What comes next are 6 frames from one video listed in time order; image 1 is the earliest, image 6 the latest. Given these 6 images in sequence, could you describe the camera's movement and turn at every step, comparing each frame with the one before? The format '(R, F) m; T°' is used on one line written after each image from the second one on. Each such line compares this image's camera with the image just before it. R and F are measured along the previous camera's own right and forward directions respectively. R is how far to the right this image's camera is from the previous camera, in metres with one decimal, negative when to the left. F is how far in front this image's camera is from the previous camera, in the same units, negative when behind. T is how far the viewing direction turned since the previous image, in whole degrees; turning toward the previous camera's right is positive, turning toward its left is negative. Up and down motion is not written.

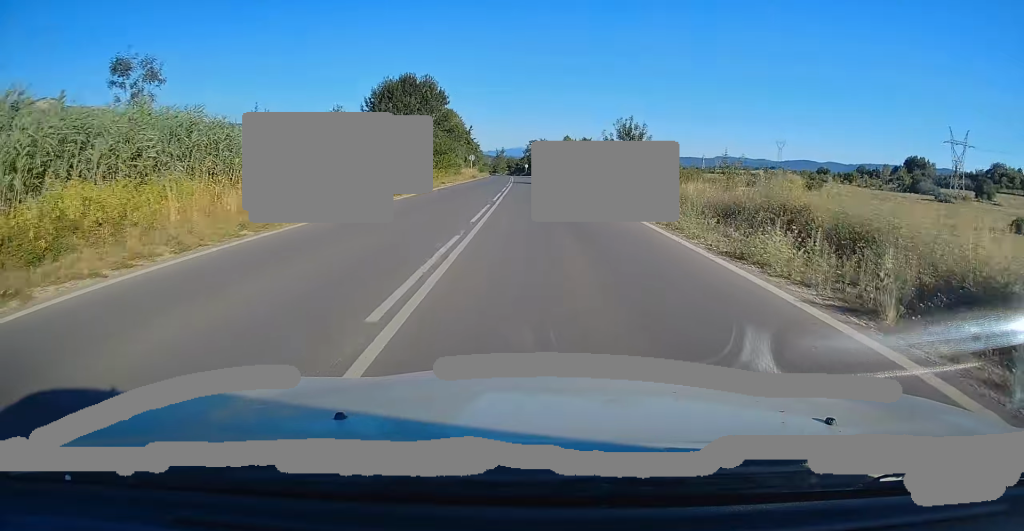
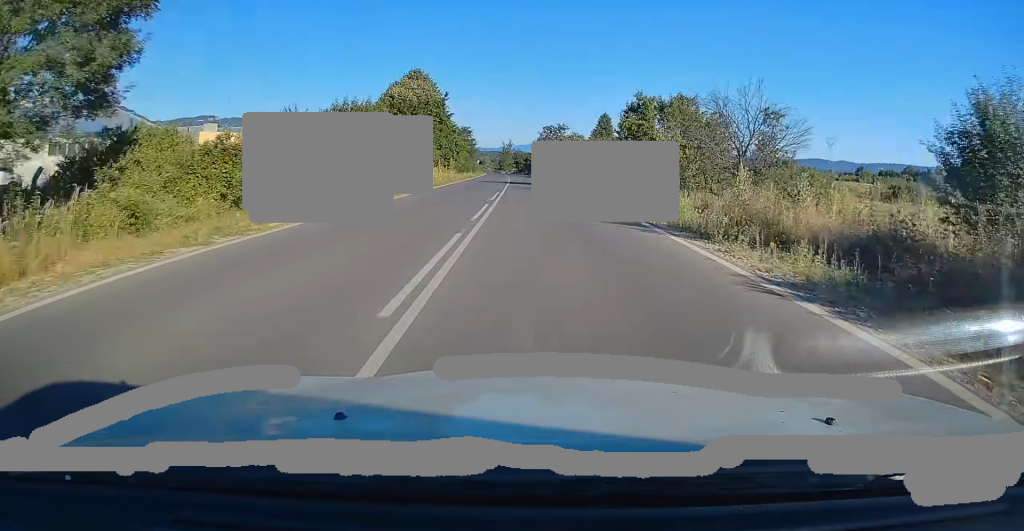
(-0.7, +52.4) m; -1°
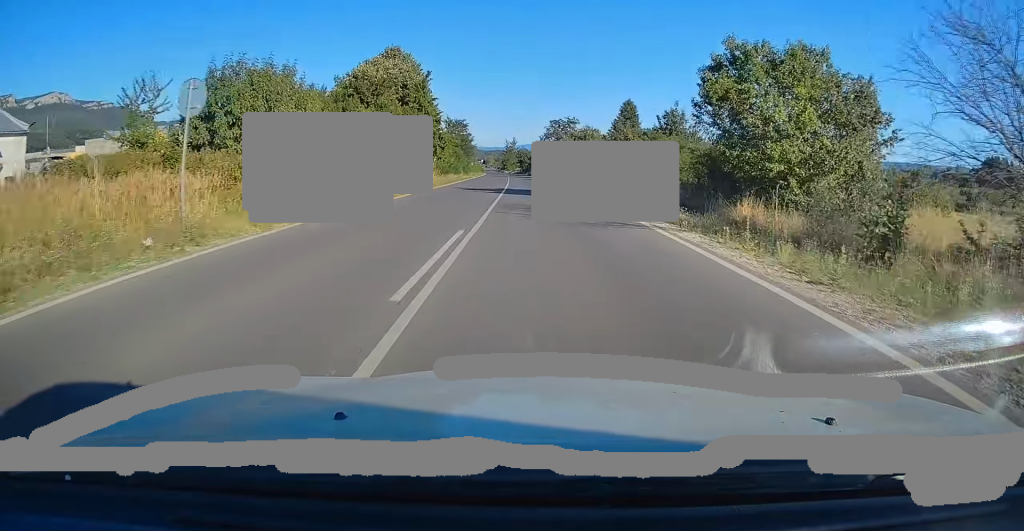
(+0.1, +17.0) m; 0°
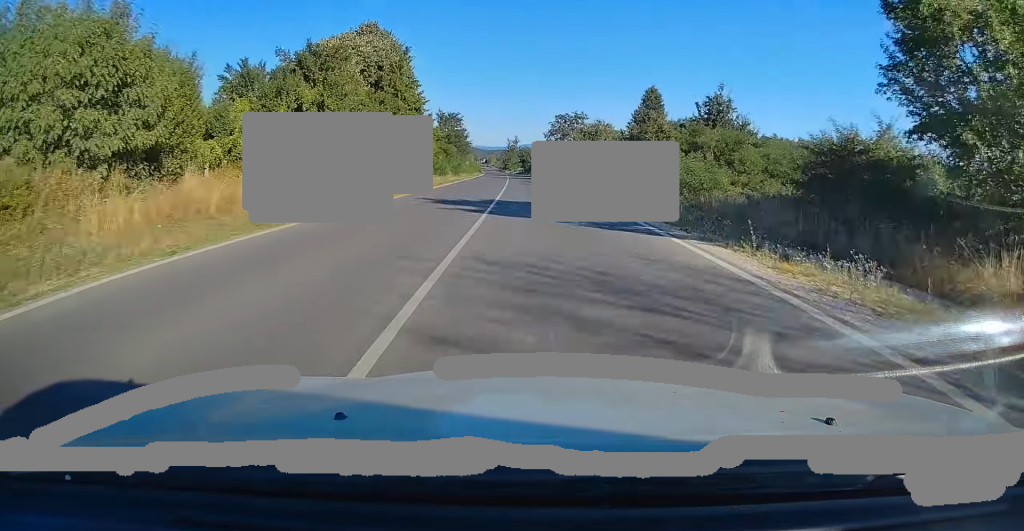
(+0.1, +11.9) m; 0°
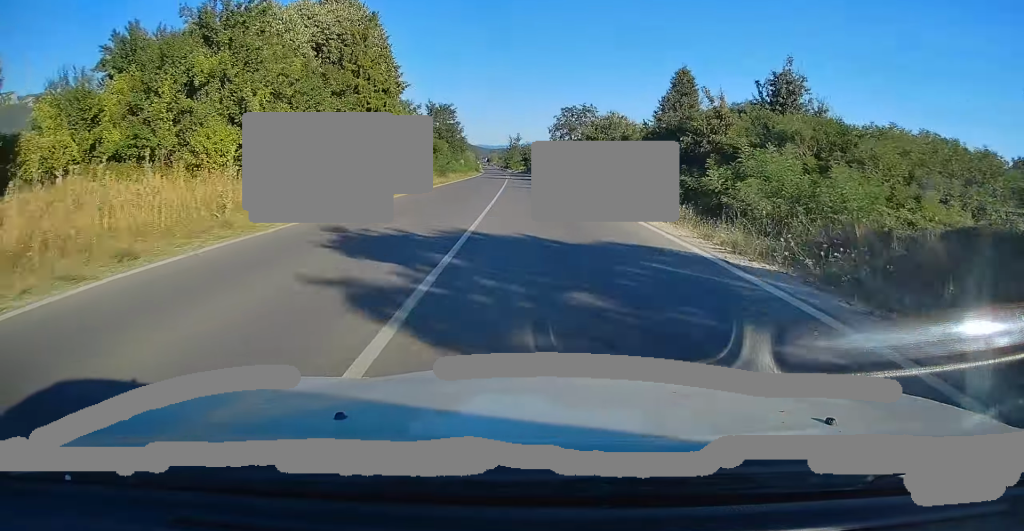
(-0.1, +11.1) m; -1°
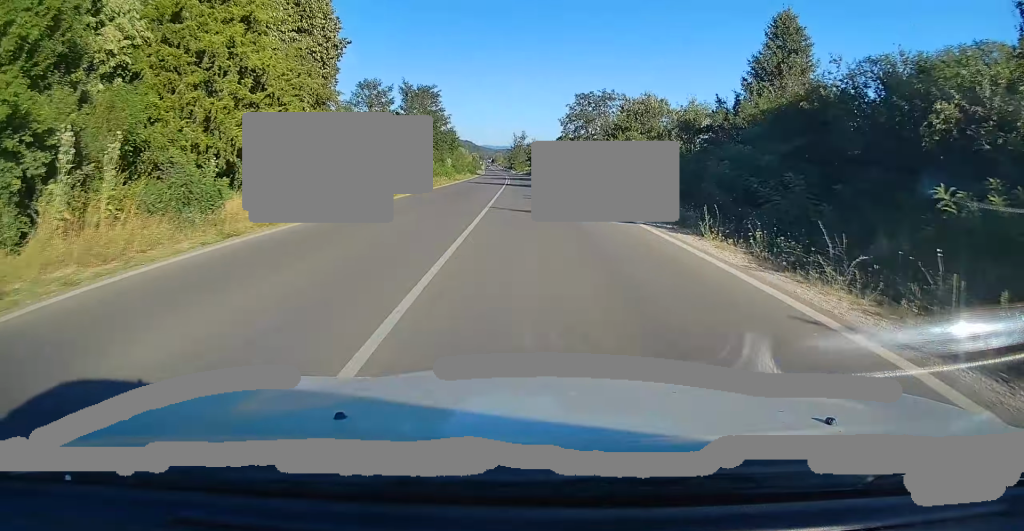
(-0.1, +18.7) m; -1°
